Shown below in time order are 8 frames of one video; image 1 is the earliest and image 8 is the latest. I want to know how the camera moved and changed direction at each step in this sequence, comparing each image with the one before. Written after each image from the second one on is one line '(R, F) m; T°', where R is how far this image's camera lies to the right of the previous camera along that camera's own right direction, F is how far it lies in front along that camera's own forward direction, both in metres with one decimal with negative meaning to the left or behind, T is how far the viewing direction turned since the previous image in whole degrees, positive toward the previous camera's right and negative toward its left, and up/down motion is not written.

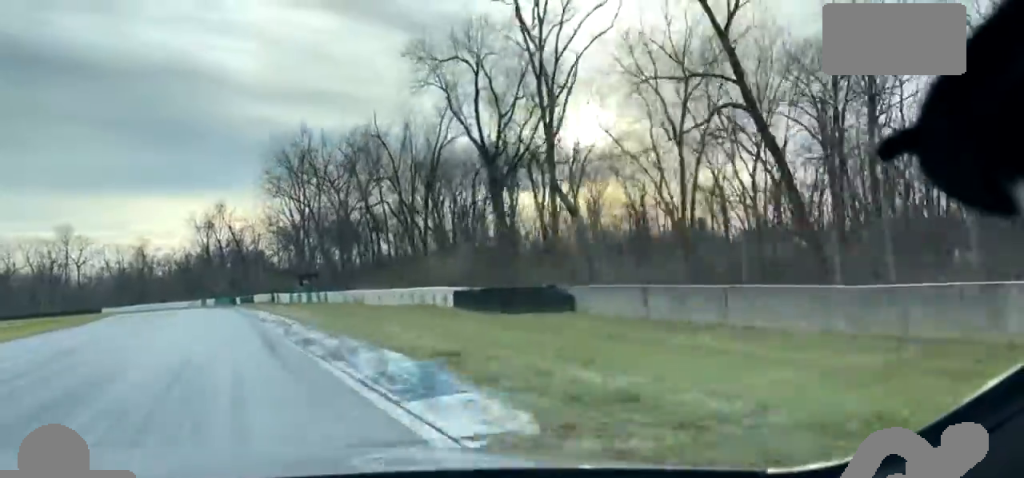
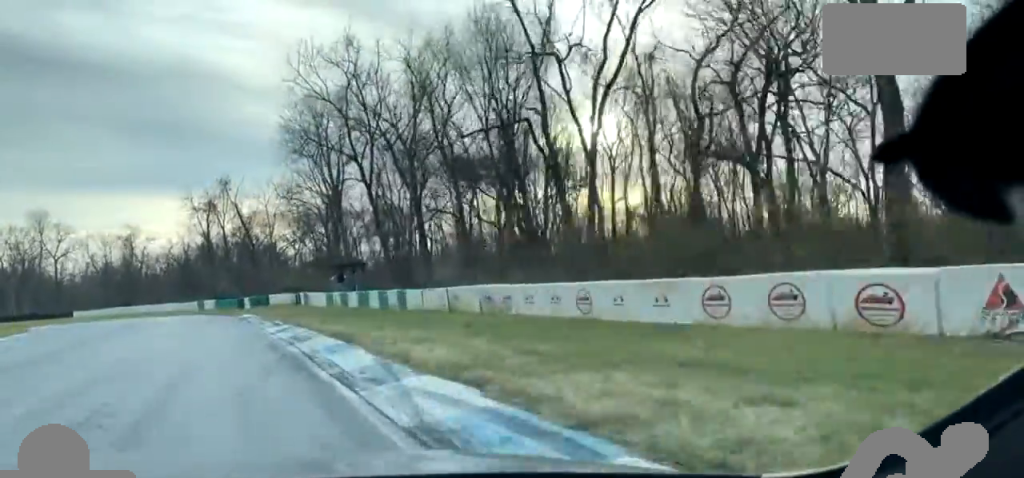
(-0.2, +28.8) m; -2°
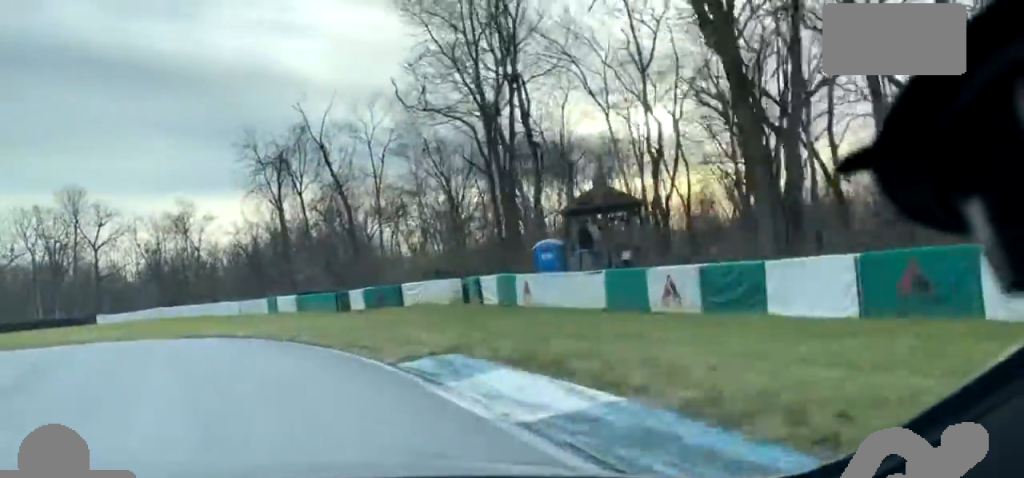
(-1.5, +35.6) m; -8°
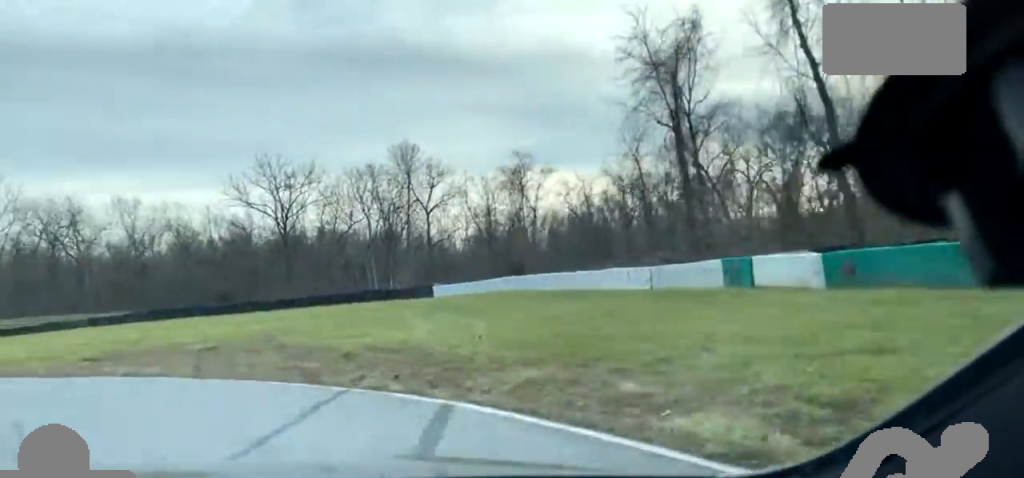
(-5.4, +26.3) m; -30°
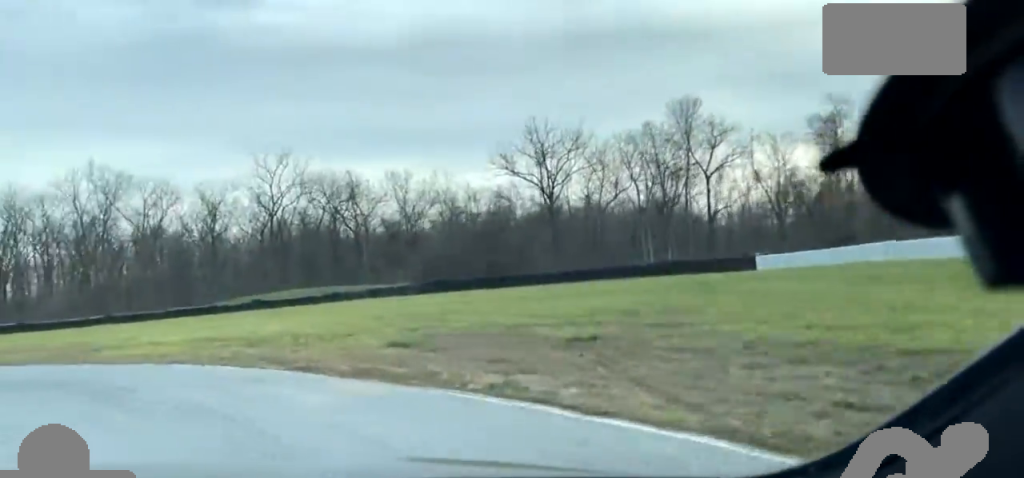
(-1.8, +11.7) m; -18°
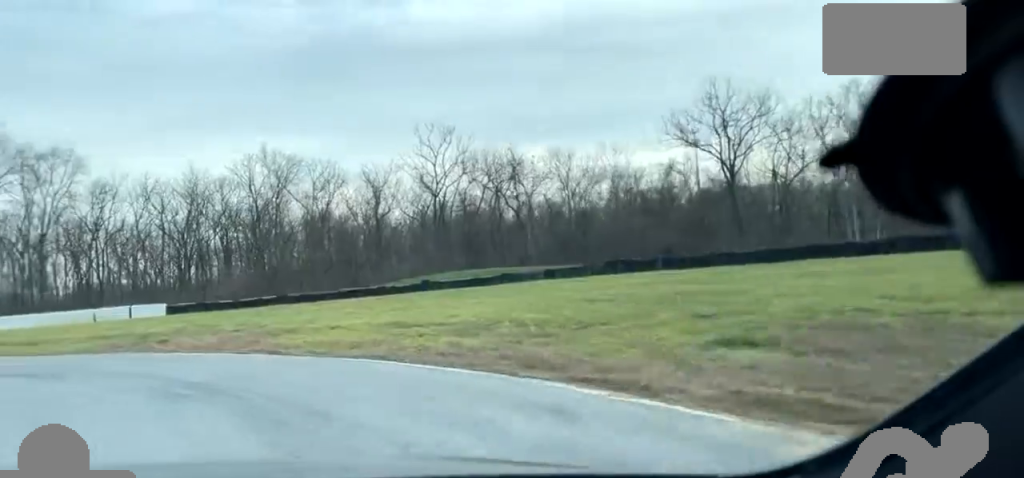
(-0.5, +6.9) m; -10°
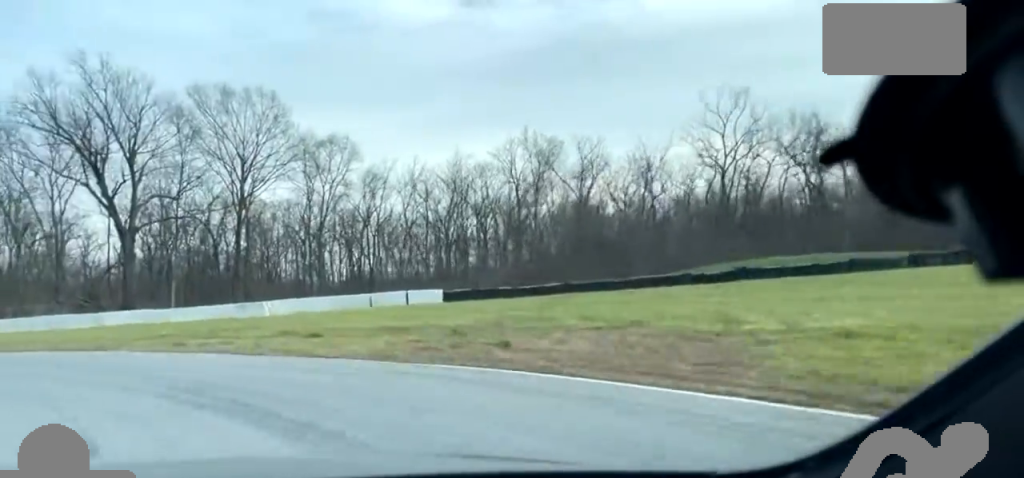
(-1.6, +11.0) m; -15°
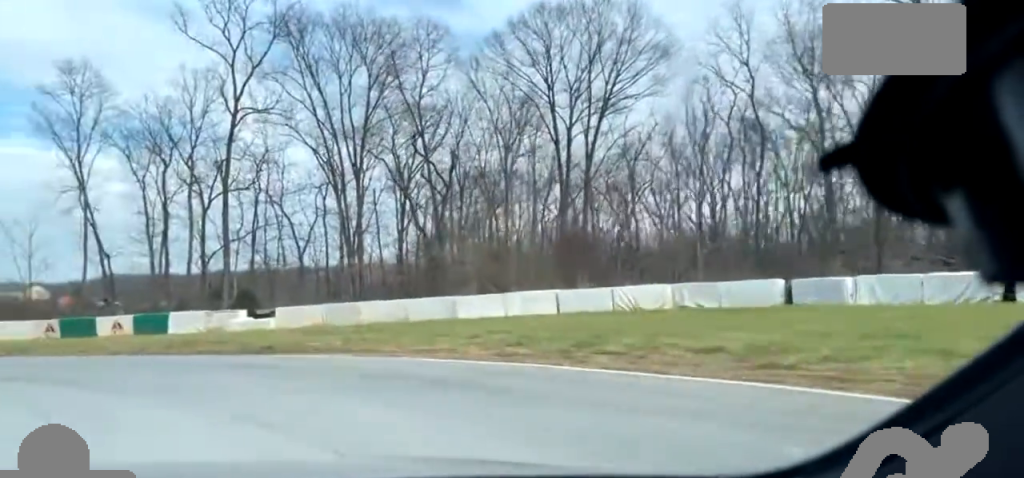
(-11.7, +32.4) m; -44°
